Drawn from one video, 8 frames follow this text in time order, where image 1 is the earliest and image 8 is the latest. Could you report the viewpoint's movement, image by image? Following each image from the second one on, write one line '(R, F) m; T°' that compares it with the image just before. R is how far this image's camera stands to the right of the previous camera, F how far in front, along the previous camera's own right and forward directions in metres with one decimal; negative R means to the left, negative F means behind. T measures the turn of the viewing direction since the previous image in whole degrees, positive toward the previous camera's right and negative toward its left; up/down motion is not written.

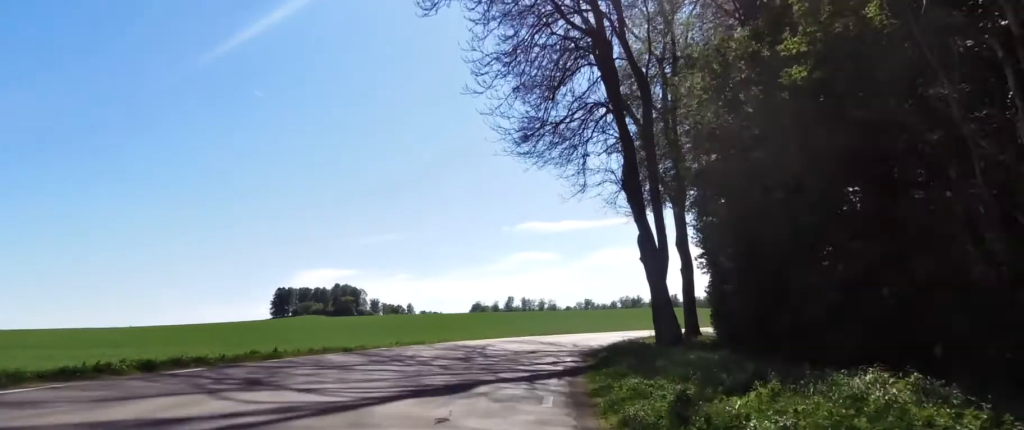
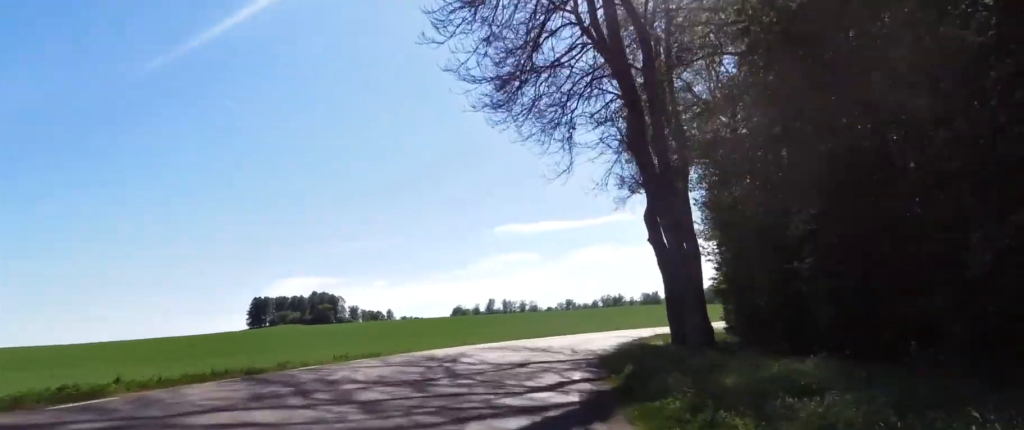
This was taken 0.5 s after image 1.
(+0.5, +5.1) m; +5°
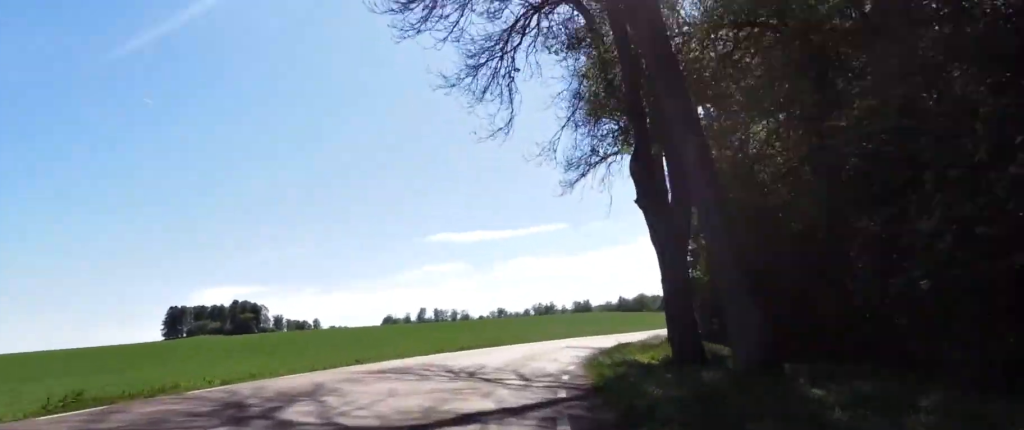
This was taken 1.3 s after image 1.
(+0.3, +7.9) m; +4°
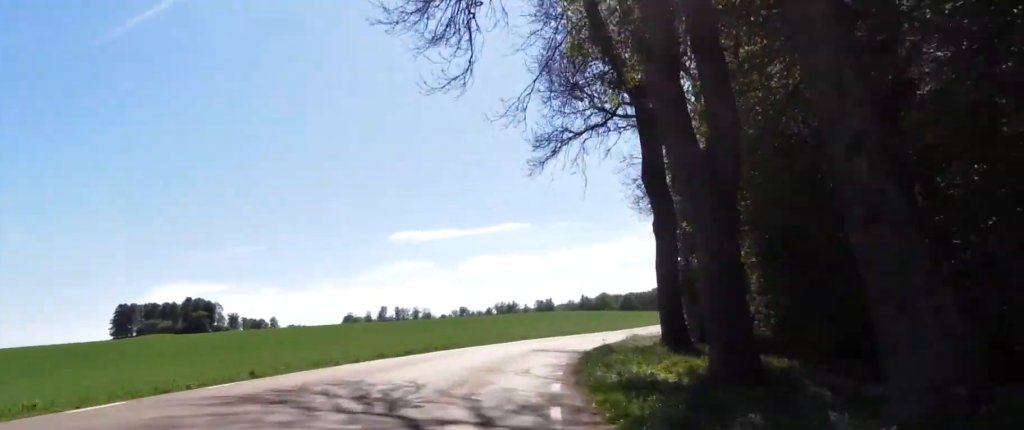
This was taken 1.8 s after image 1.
(0.0, +4.8) m; +2°
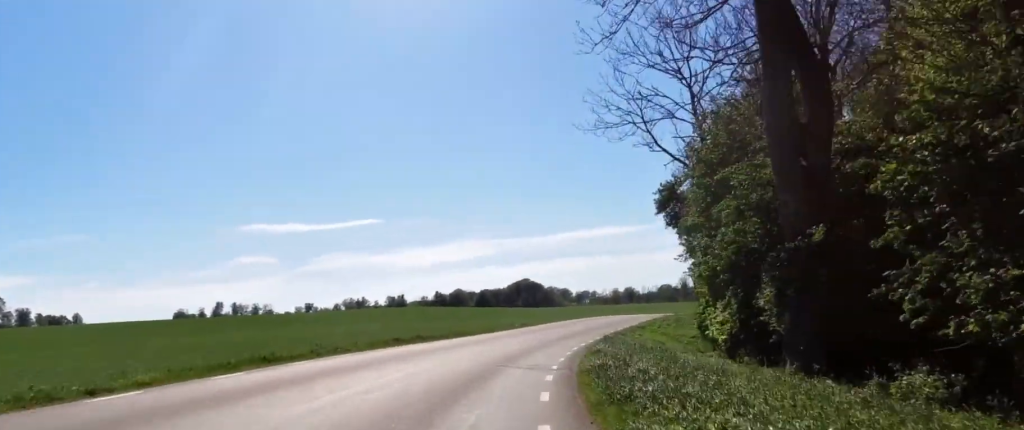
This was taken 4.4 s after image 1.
(+3.3, +27.5) m; +13°
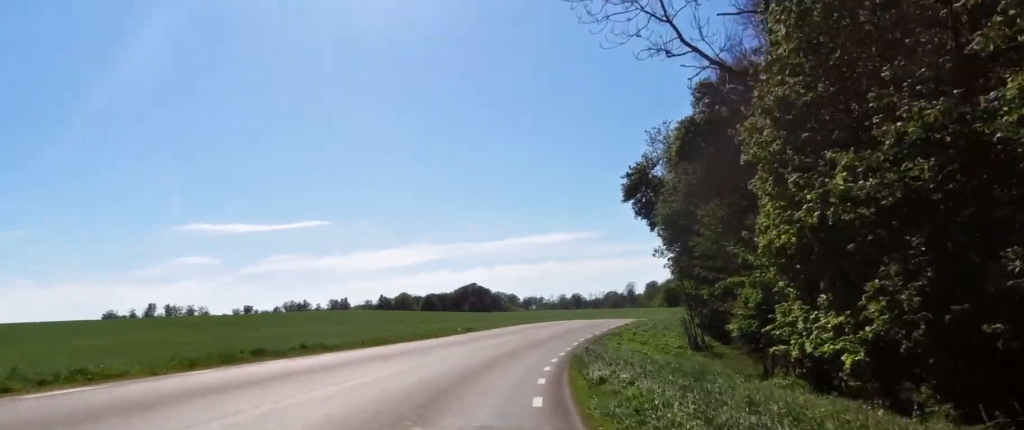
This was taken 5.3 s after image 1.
(0.0, +9.4) m; +2°
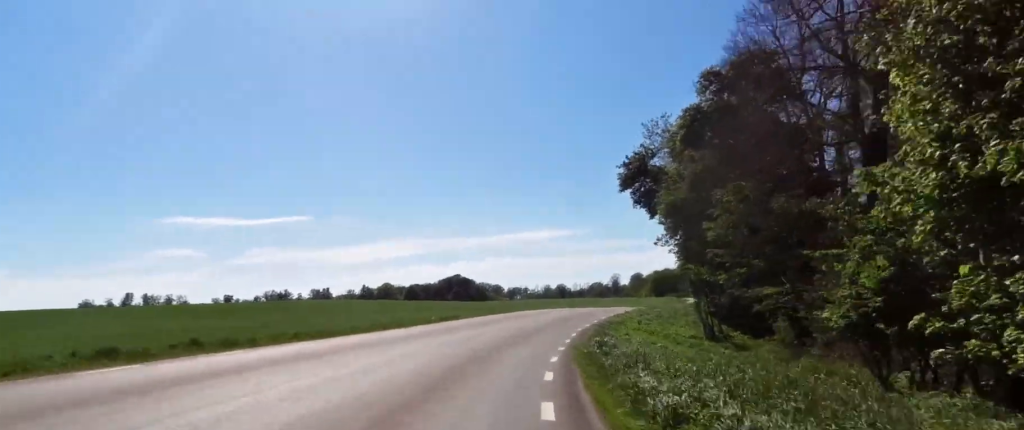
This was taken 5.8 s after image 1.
(-0.3, +5.5) m; +1°
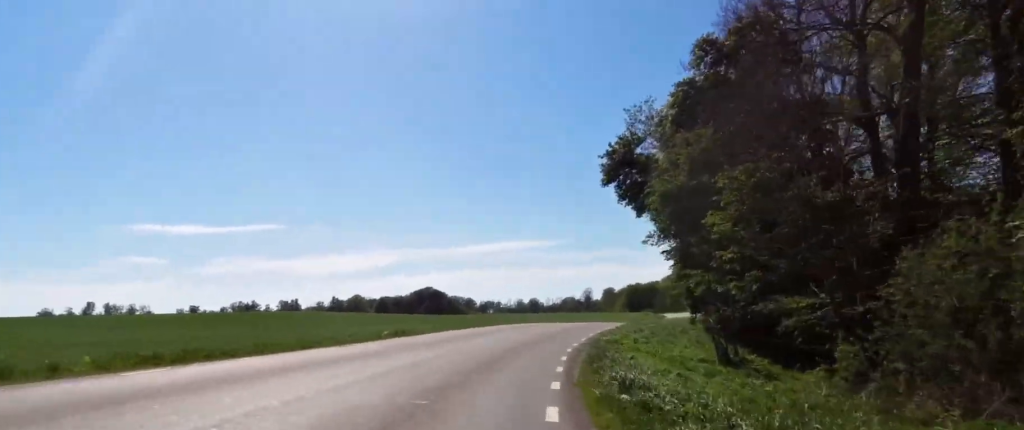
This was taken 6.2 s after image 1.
(+0.4, +5.4) m; +2°
